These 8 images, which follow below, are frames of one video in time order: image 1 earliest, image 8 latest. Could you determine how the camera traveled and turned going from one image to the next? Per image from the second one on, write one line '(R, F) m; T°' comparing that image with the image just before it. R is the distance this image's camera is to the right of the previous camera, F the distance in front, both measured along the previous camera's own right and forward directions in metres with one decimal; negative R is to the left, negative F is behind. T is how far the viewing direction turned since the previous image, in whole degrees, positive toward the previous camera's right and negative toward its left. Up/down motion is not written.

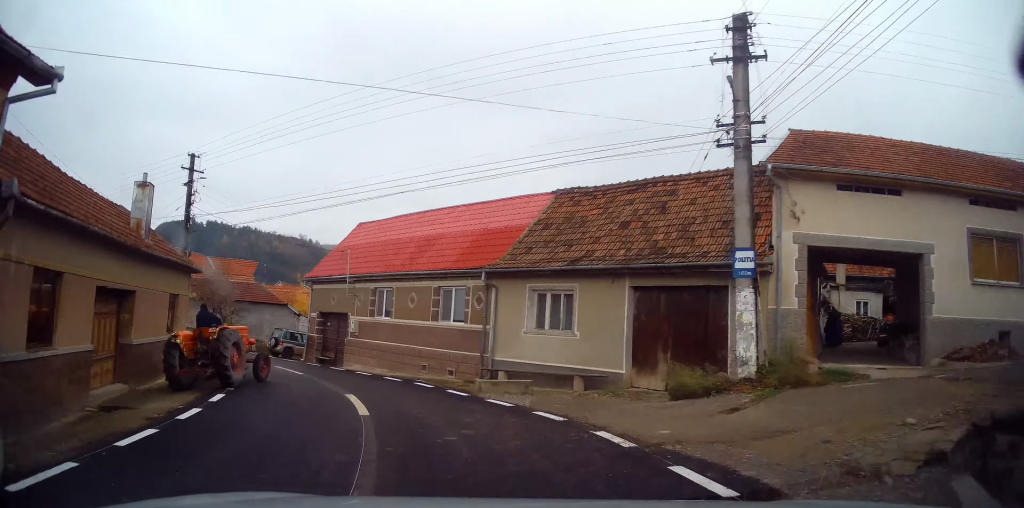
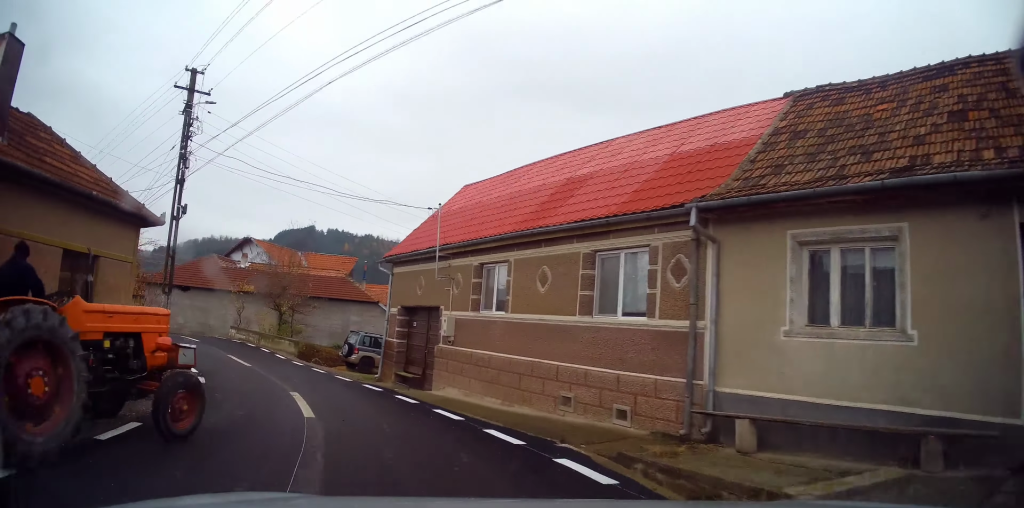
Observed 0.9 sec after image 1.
(-1.0, +9.2) m; -13°
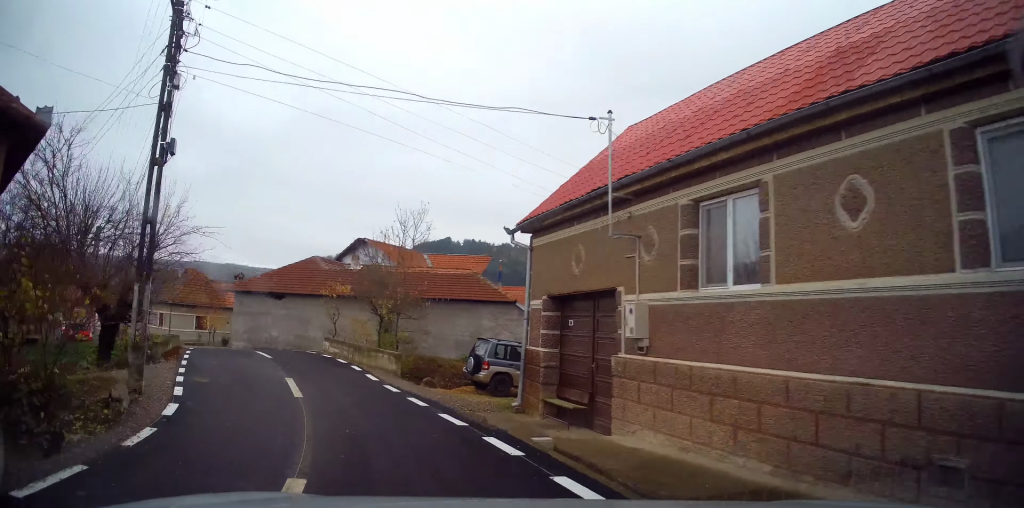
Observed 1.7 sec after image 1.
(-0.3, +7.3) m; -14°
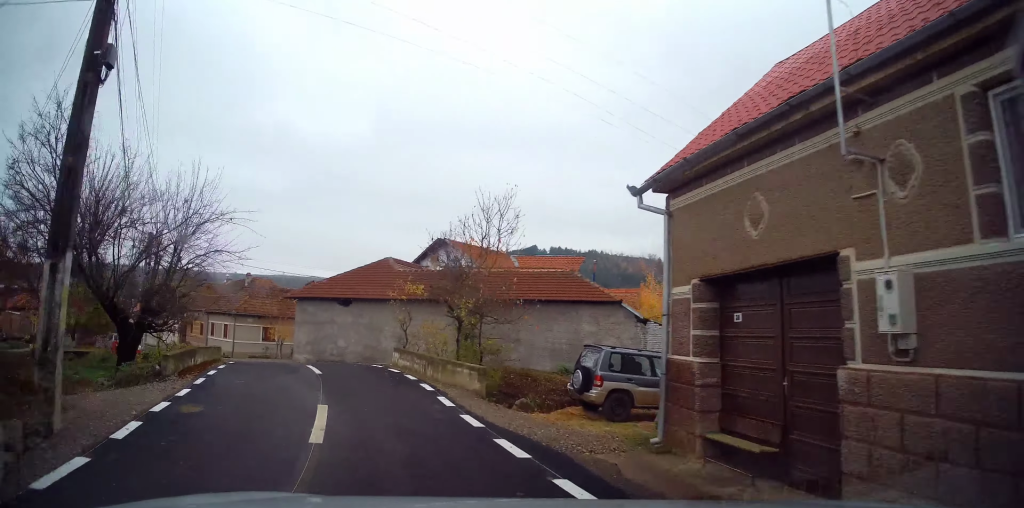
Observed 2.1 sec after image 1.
(-0.9, +4.1) m; -10°
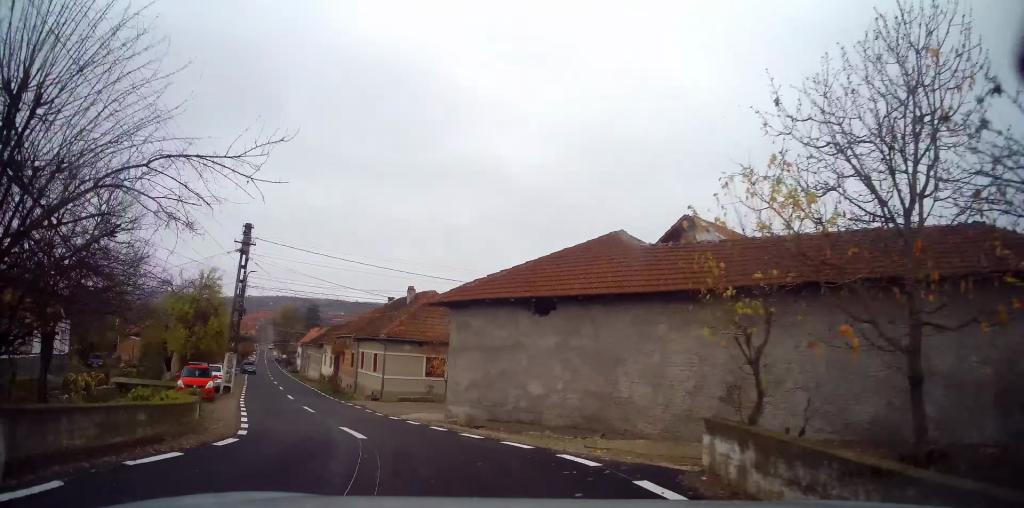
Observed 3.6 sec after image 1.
(-3.1, +12.8) m; -23°
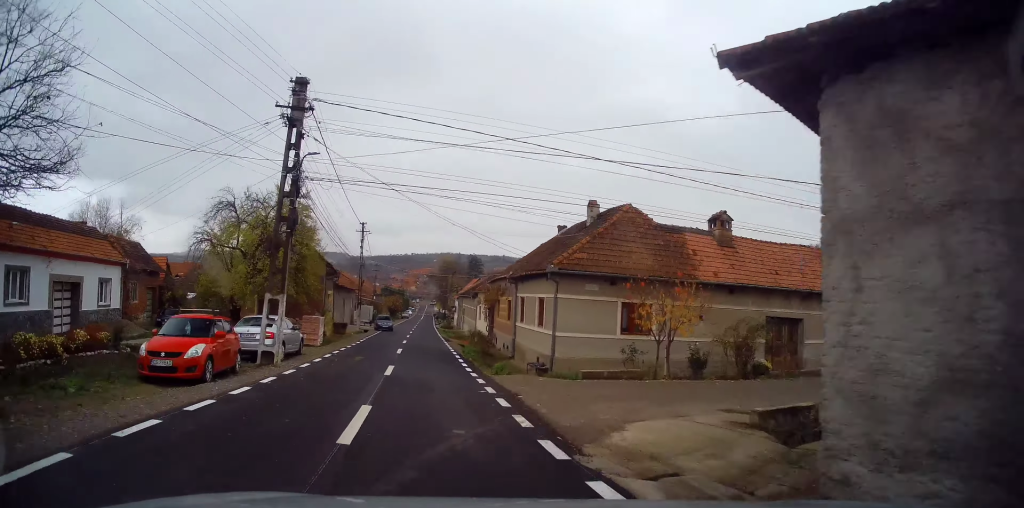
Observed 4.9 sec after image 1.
(-1.5, +12.3) m; -14°
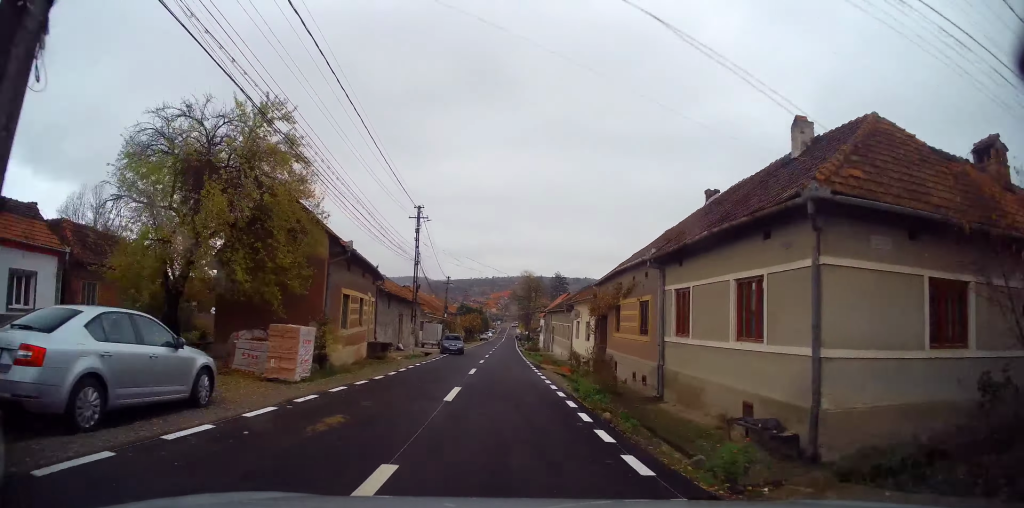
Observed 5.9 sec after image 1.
(-1.1, +11.7) m; -6°
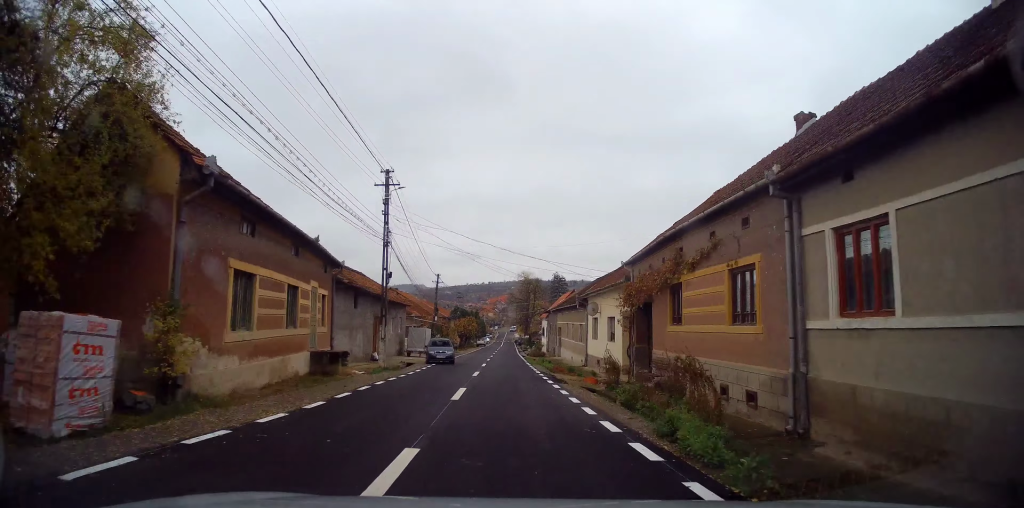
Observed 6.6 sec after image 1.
(0.0, +7.4) m; 0°
